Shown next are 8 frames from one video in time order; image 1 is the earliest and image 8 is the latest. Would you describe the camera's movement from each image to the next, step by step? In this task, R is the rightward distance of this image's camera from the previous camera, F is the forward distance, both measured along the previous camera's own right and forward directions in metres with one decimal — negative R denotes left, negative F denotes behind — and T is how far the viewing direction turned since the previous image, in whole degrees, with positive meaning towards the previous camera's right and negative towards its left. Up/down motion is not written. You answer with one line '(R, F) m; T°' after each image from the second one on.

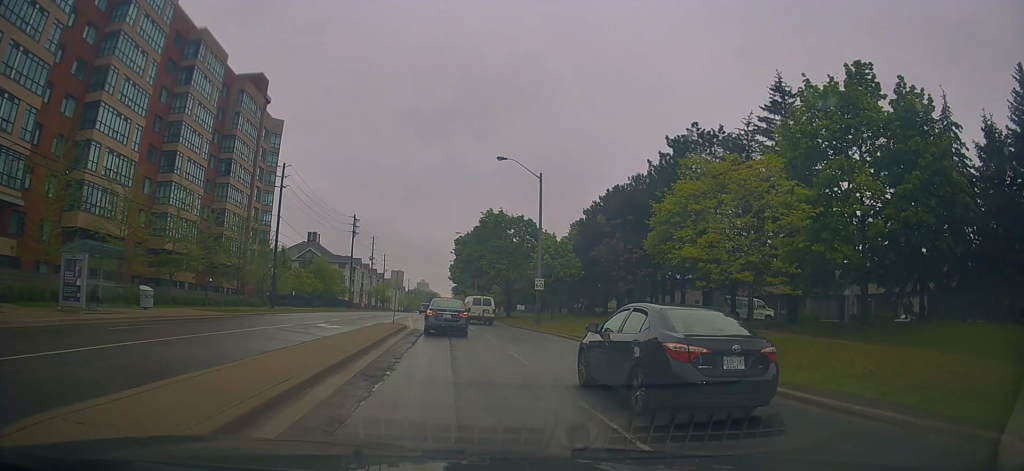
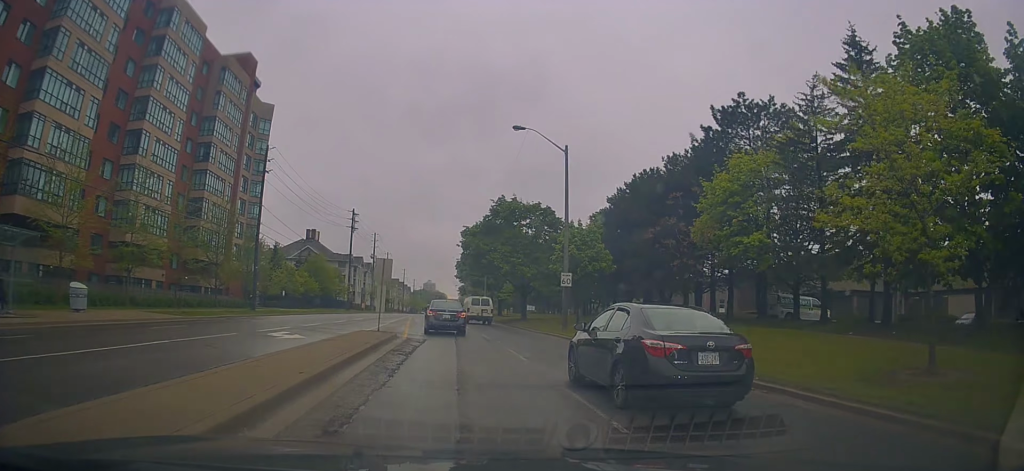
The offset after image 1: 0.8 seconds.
(-0.3, +6.9) m; -3°
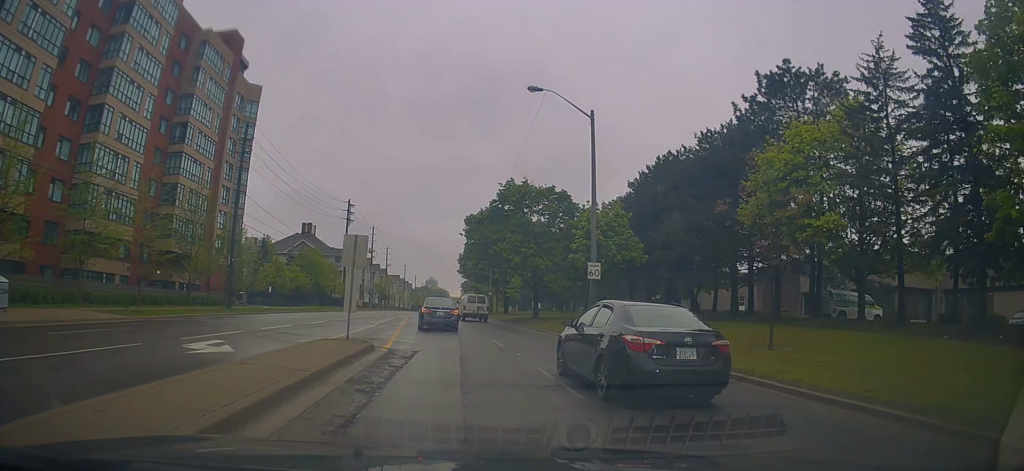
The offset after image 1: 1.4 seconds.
(-0.3, +5.6) m; -2°
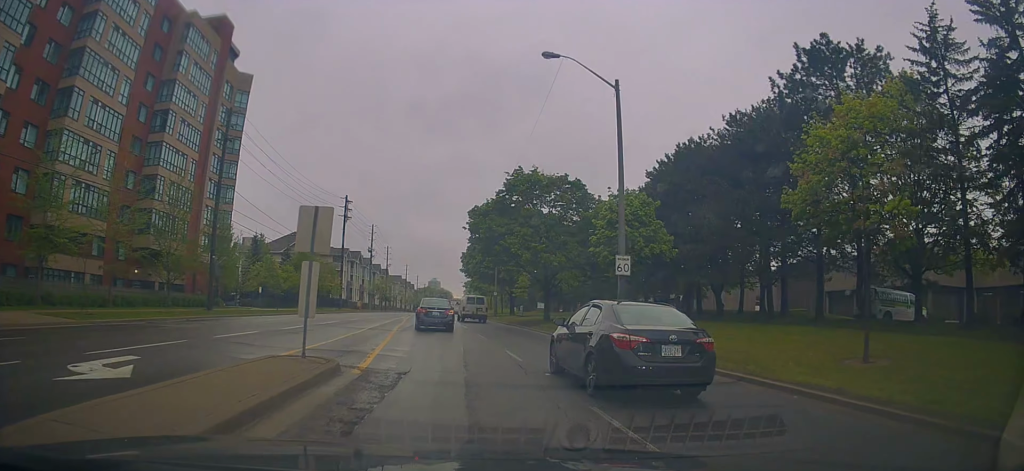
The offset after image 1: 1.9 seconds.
(+0.2, +4.1) m; 0°
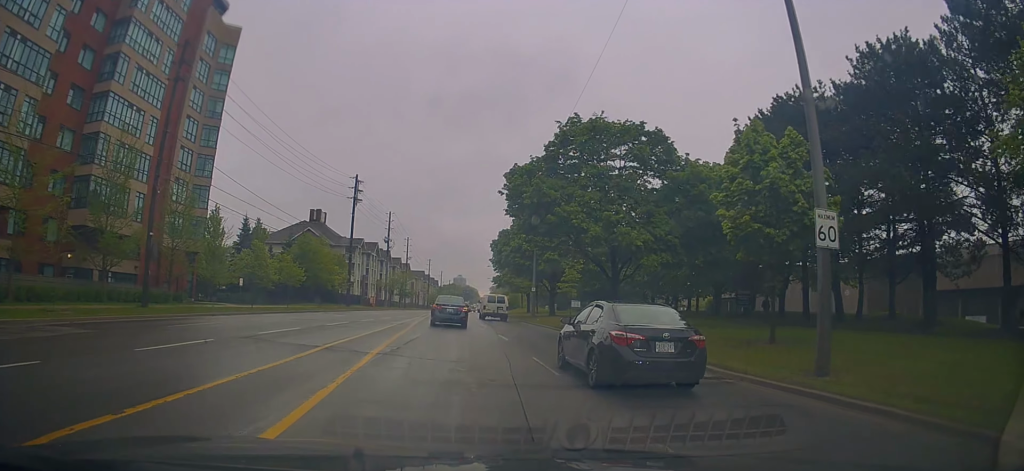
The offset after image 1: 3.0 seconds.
(-0.1, +10.9) m; -1°
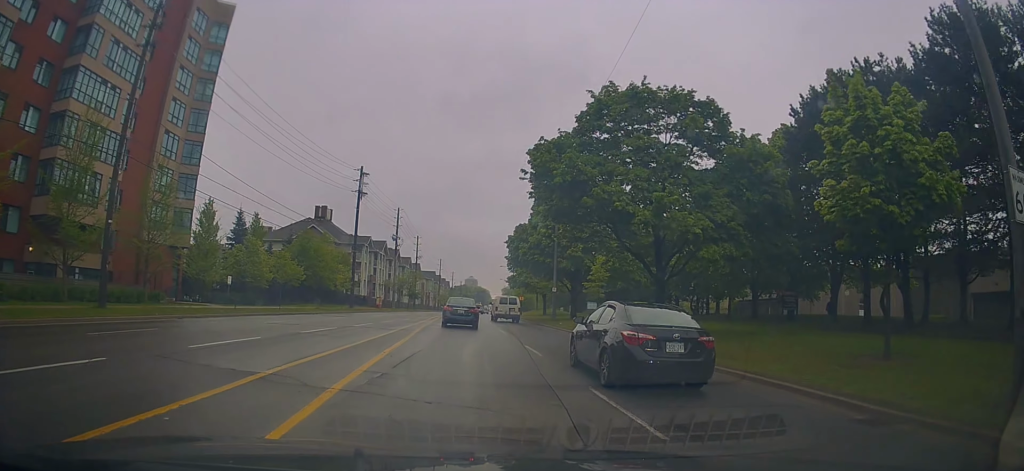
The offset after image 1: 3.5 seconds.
(0.0, +4.6) m; -1°
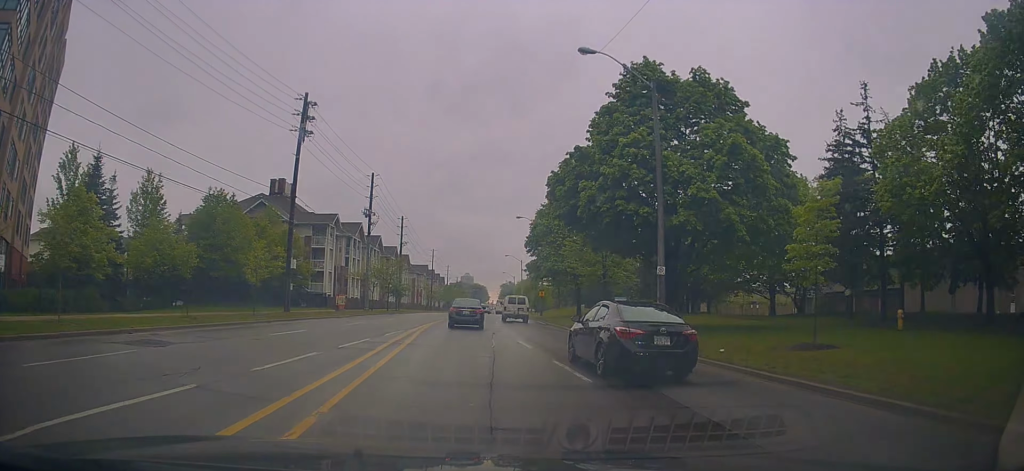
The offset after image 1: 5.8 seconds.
(-0.7, +23.9) m; -2°
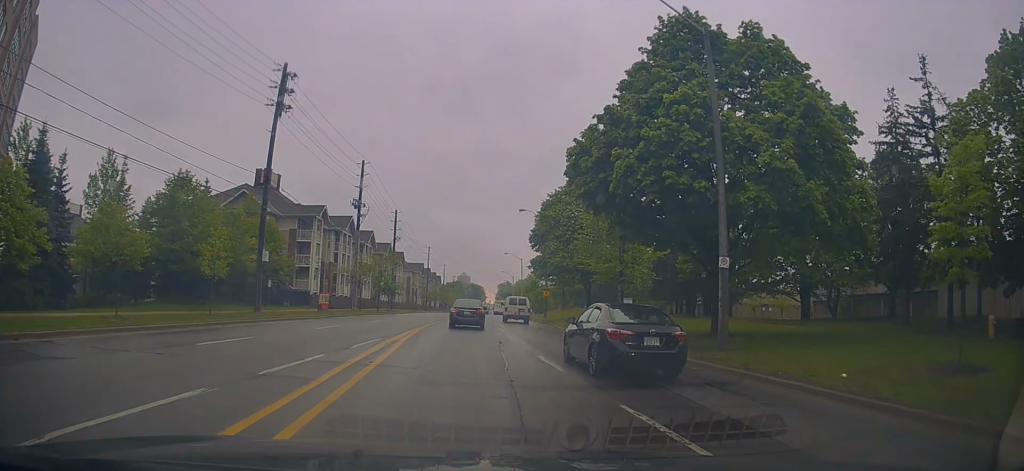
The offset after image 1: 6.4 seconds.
(+0.2, +5.7) m; 0°
